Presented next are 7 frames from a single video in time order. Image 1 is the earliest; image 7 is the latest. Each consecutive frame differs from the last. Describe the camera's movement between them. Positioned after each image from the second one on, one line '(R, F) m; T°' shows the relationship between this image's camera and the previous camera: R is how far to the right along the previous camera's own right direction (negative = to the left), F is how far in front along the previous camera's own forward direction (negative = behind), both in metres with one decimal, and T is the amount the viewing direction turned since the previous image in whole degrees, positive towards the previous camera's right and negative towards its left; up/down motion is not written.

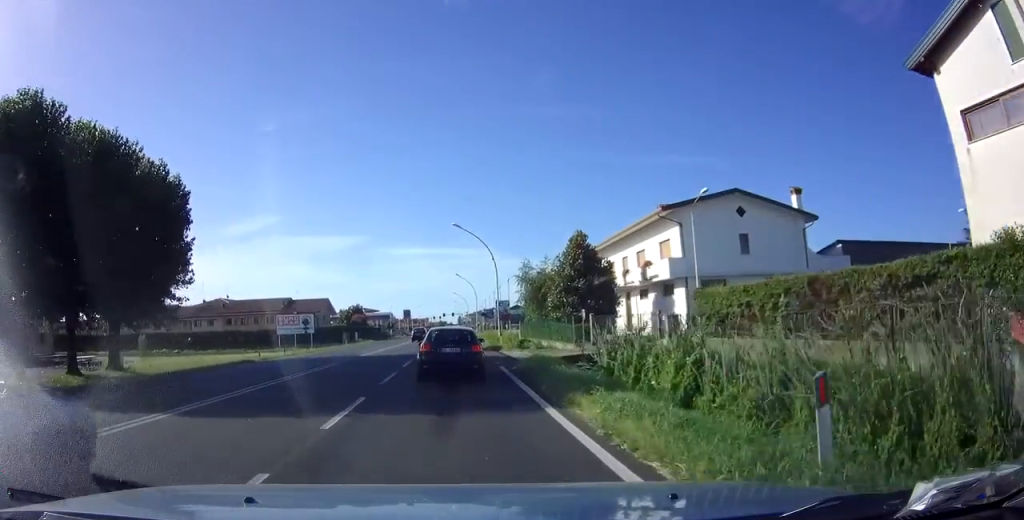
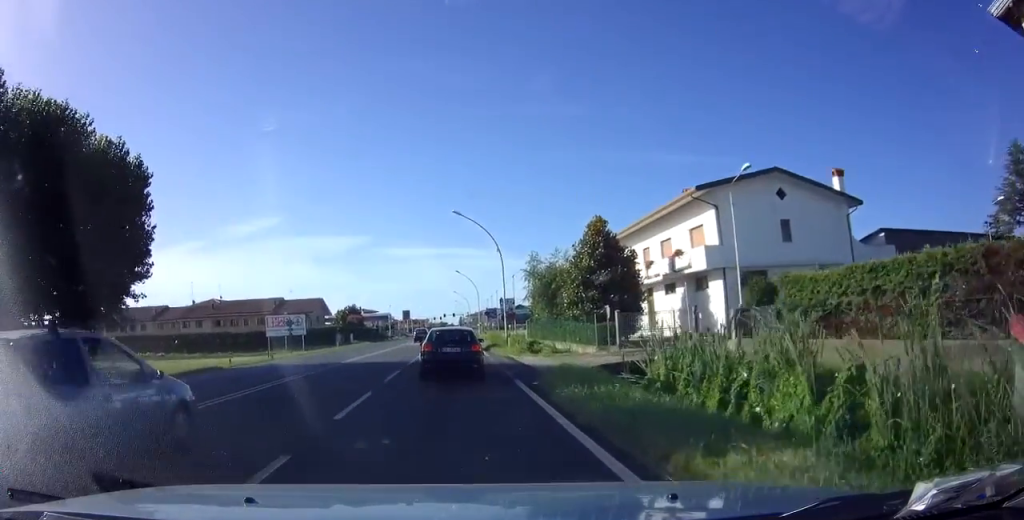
(0.0, +4.9) m; 0°
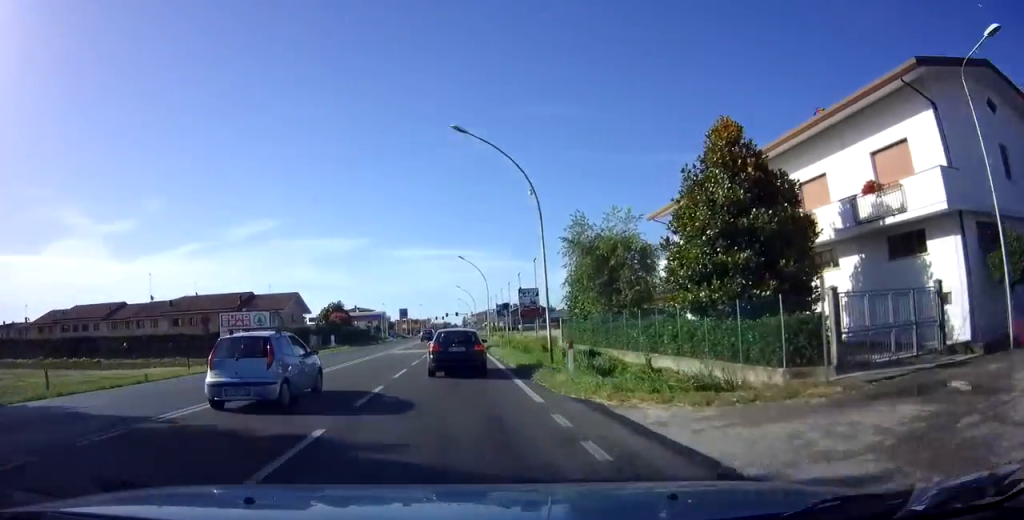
(0.0, +15.6) m; 0°
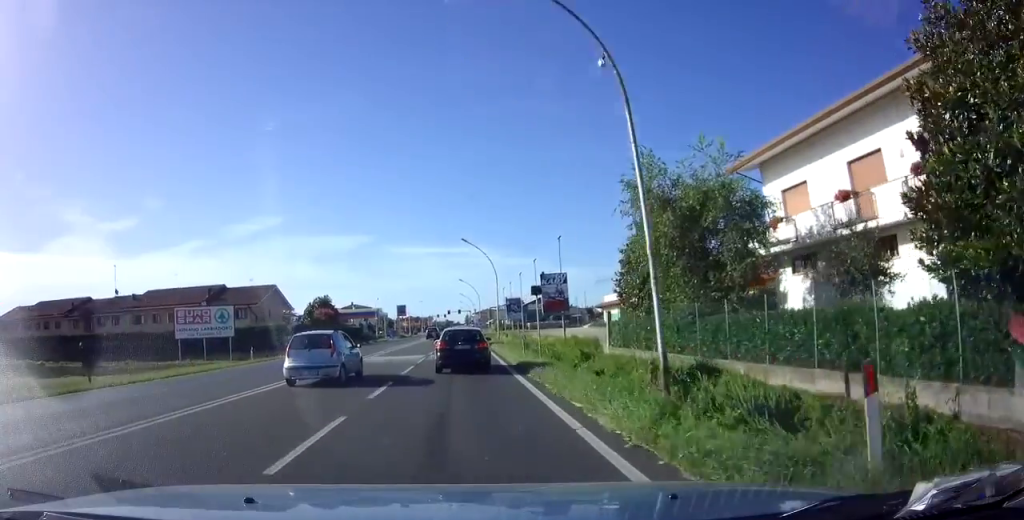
(-0.1, +10.8) m; 0°
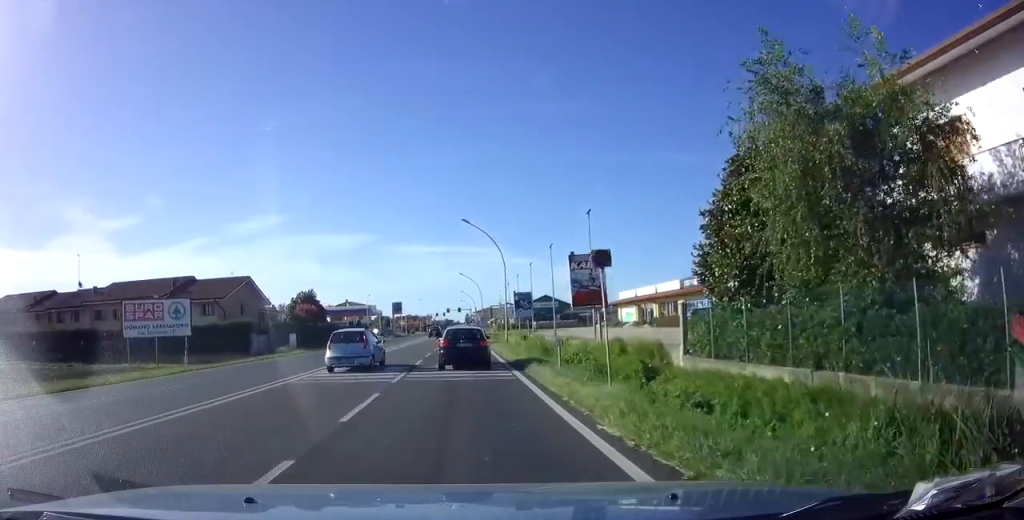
(0.0, +8.6) m; 0°
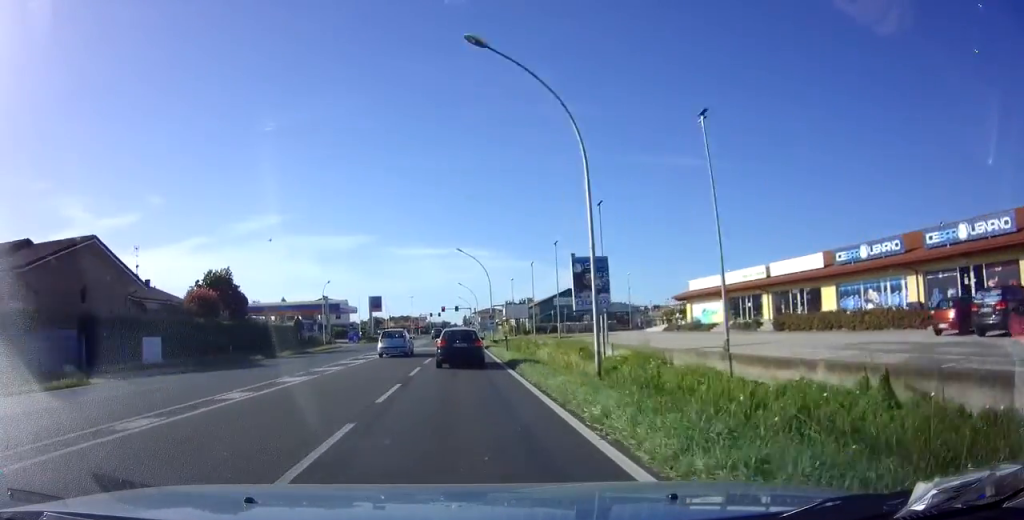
(+0.2, +26.3) m; +1°
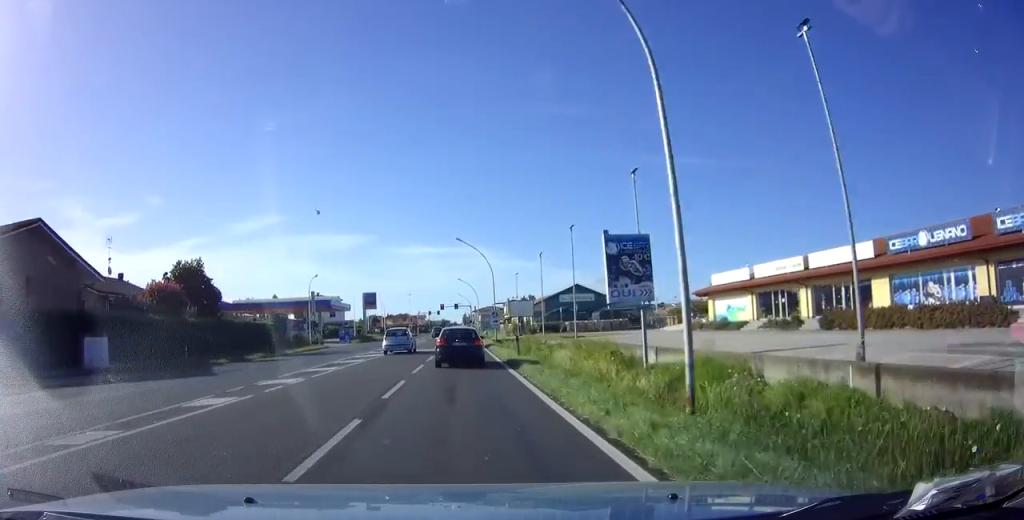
(0.0, +5.8) m; 0°
